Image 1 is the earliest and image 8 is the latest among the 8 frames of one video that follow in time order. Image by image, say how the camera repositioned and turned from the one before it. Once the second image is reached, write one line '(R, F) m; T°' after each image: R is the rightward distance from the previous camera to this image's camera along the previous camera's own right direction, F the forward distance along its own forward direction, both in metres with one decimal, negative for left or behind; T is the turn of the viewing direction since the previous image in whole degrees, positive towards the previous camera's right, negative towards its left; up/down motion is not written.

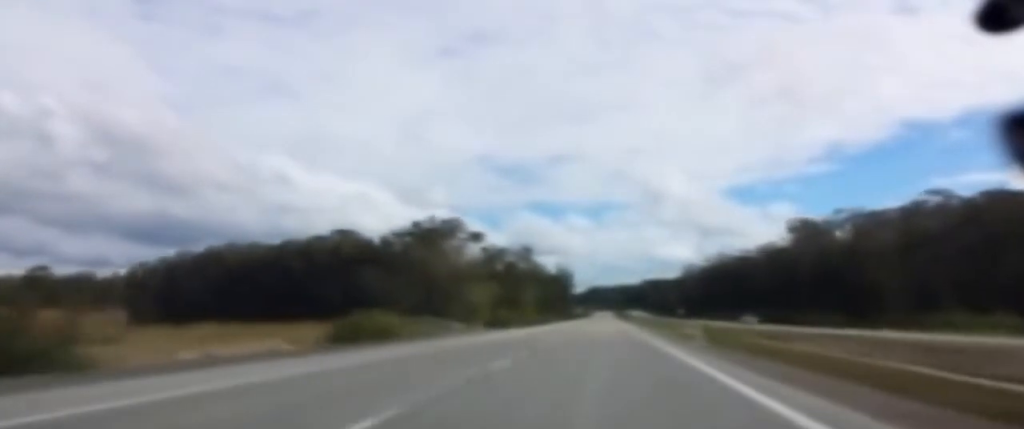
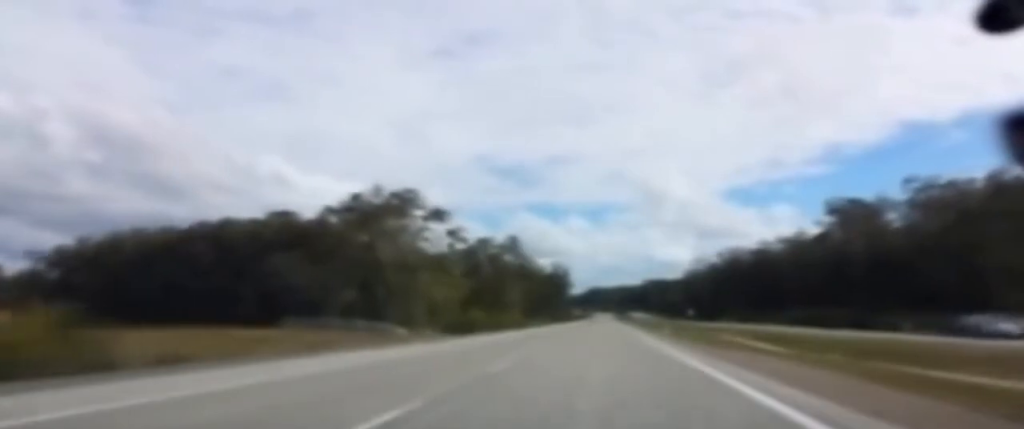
(+0.2, +44.3) m; 0°
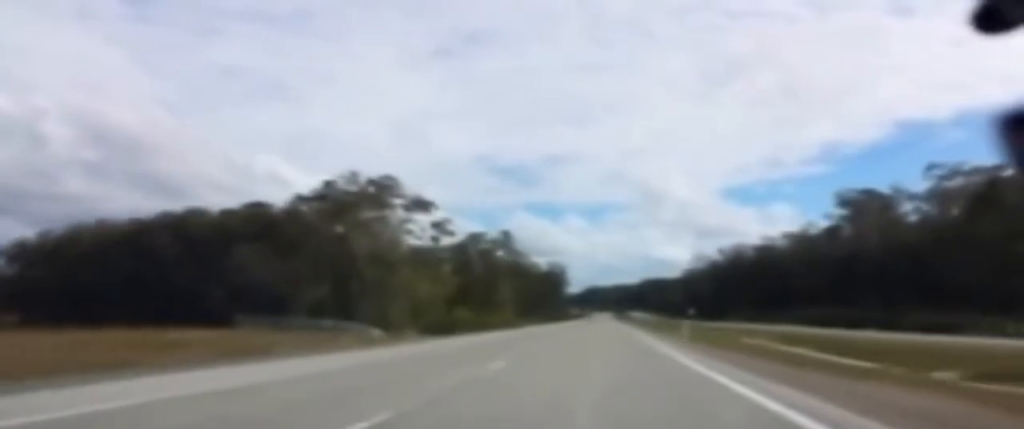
(-0.1, +12.0) m; 0°
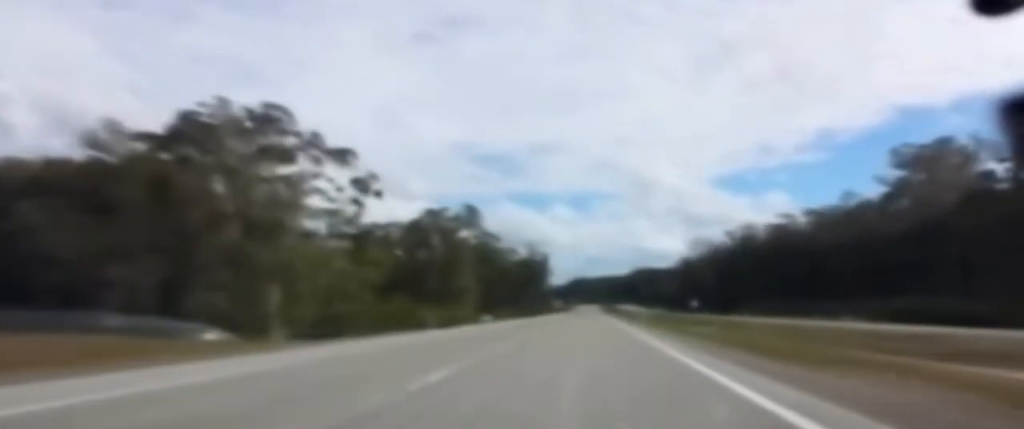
(+0.1, +38.1) m; 0°
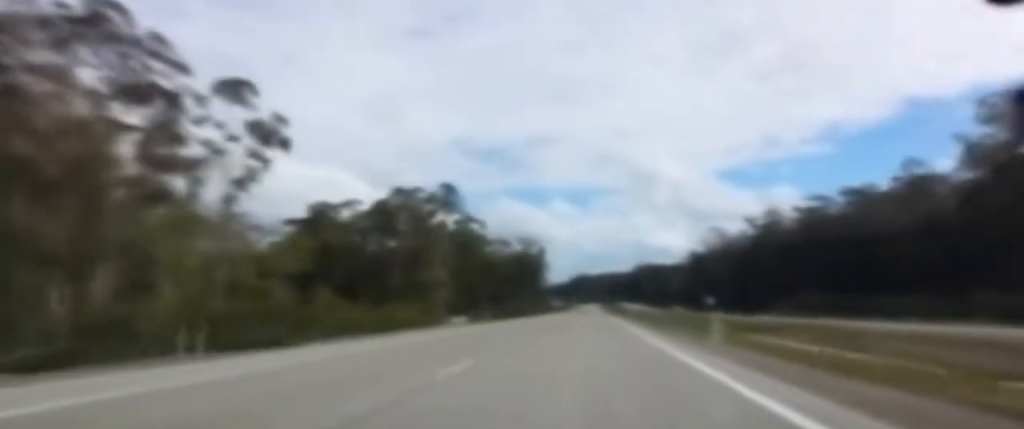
(0.0, +32.1) m; 0°
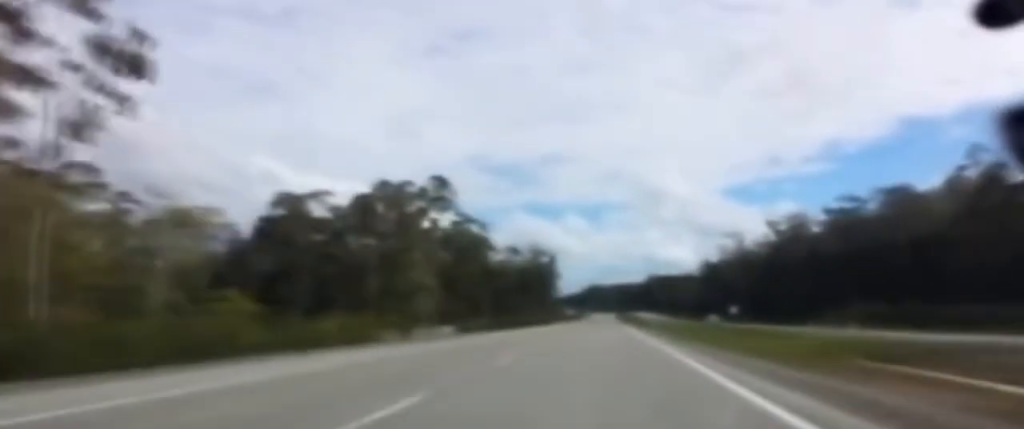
(+0.1, +28.2) m; 0°
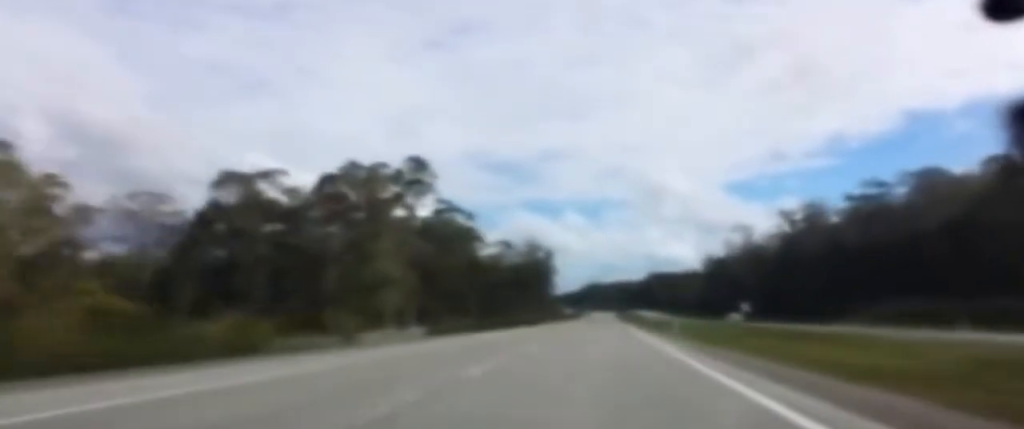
(-0.2, +16.1) m; 0°
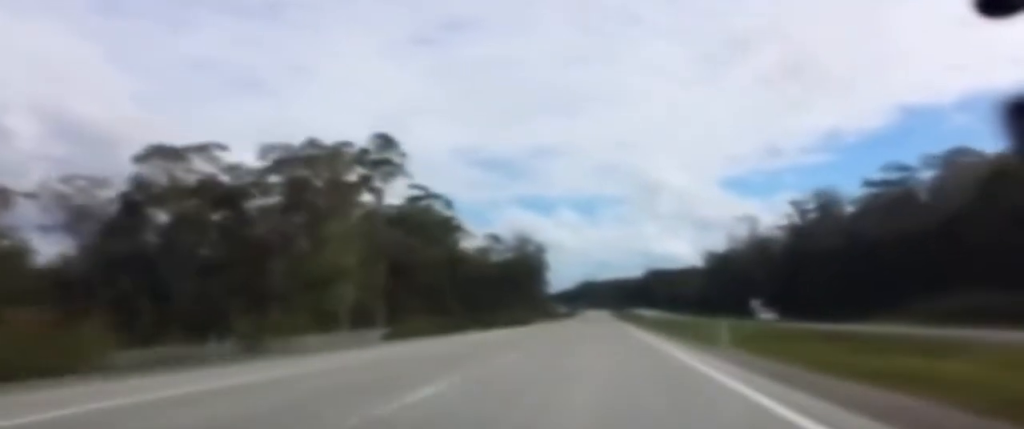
(-0.1, +15.1) m; 0°
